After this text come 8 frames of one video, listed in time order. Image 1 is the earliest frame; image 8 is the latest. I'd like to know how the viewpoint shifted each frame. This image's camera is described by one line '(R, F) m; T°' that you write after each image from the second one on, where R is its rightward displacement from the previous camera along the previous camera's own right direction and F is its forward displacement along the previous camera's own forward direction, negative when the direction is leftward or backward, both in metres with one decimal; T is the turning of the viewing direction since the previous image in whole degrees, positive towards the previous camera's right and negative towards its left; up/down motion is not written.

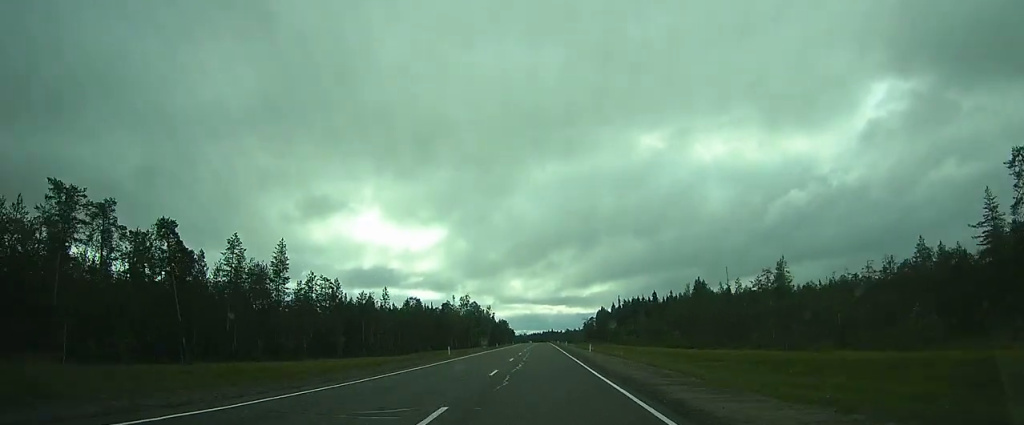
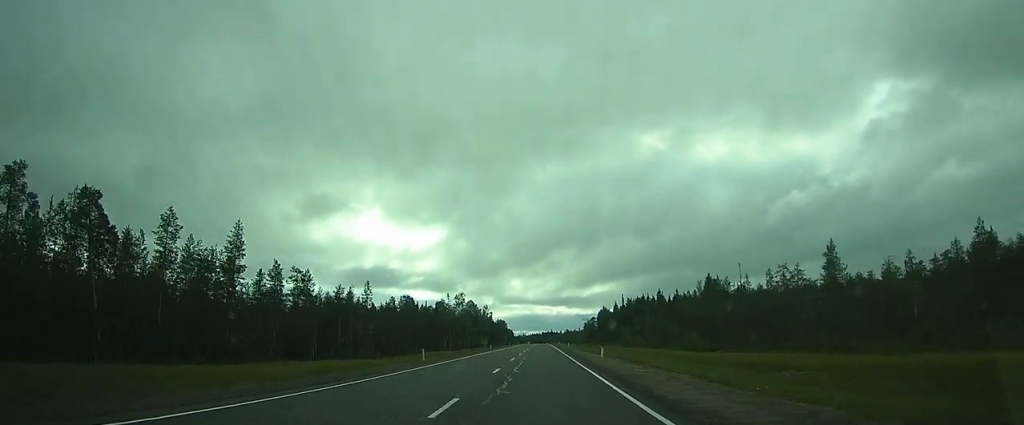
(0.0, +10.4) m; 0°
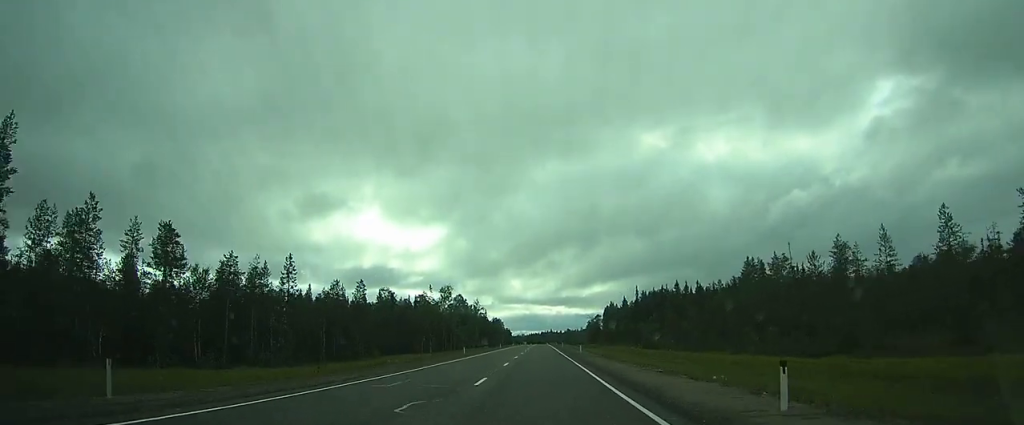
(-0.1, +30.0) m; 0°
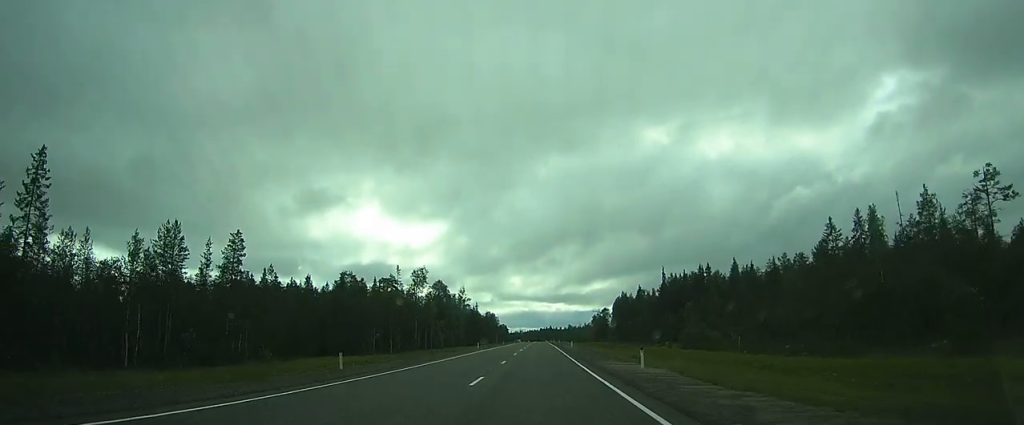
(+0.2, +38.3) m; +1°
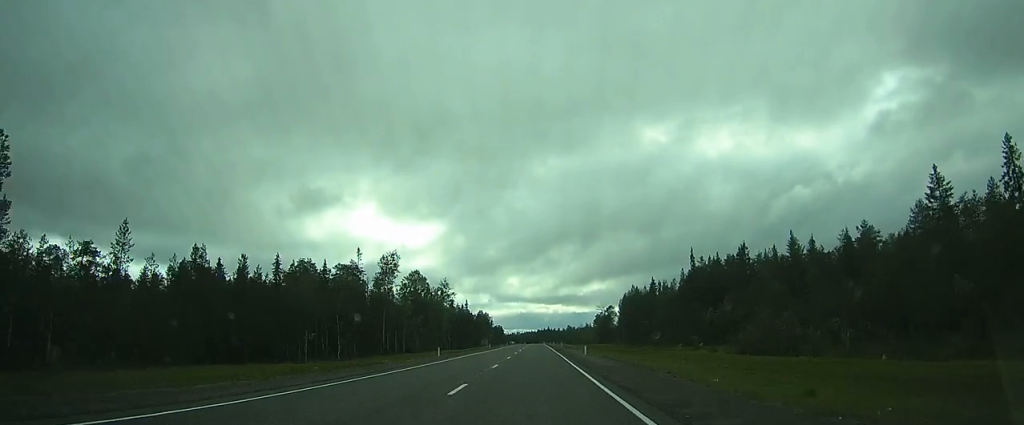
(+0.2, +27.7) m; +1°
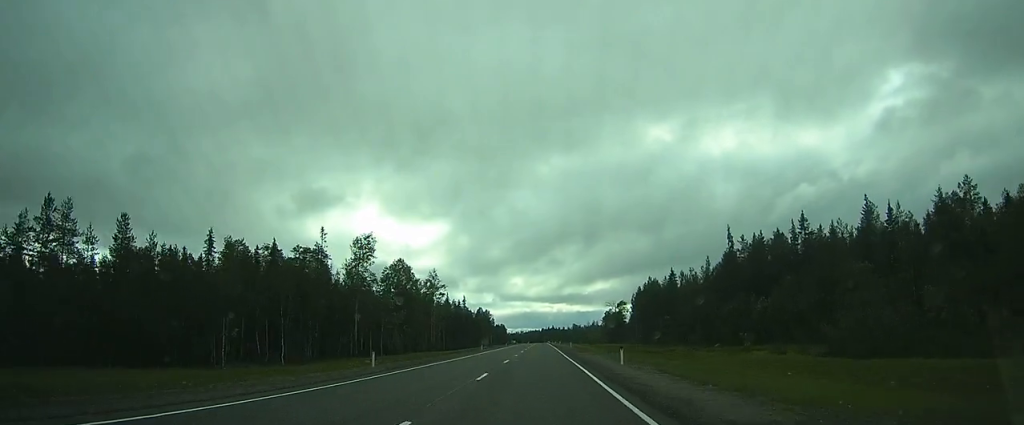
(+0.1, +19.9) m; 0°
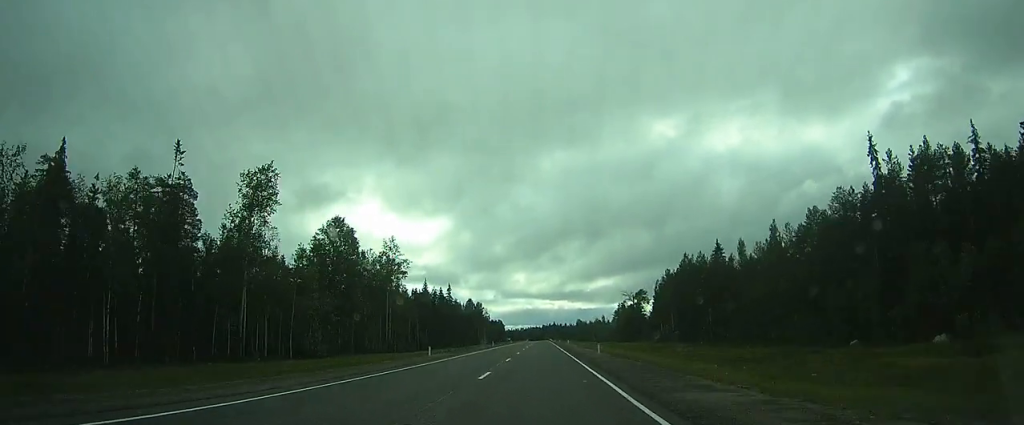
(-0.1, +36.4) m; -2°
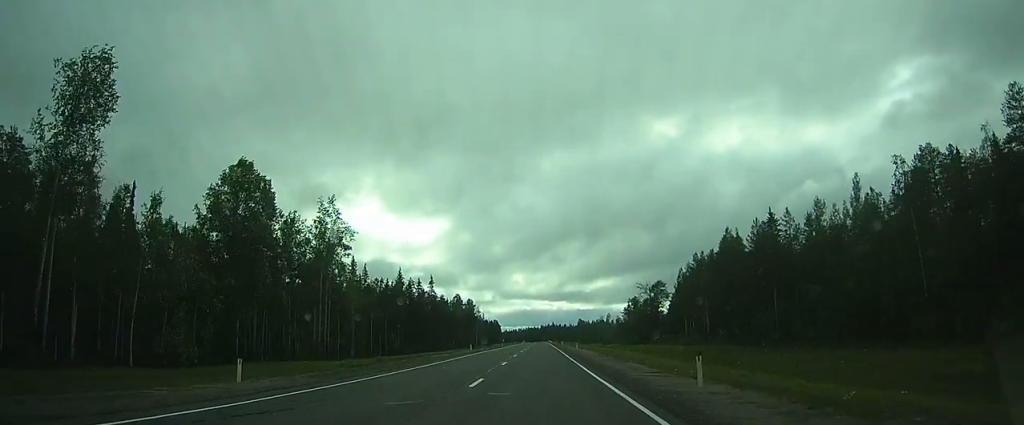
(-0.6, +23.7) m; -2°
